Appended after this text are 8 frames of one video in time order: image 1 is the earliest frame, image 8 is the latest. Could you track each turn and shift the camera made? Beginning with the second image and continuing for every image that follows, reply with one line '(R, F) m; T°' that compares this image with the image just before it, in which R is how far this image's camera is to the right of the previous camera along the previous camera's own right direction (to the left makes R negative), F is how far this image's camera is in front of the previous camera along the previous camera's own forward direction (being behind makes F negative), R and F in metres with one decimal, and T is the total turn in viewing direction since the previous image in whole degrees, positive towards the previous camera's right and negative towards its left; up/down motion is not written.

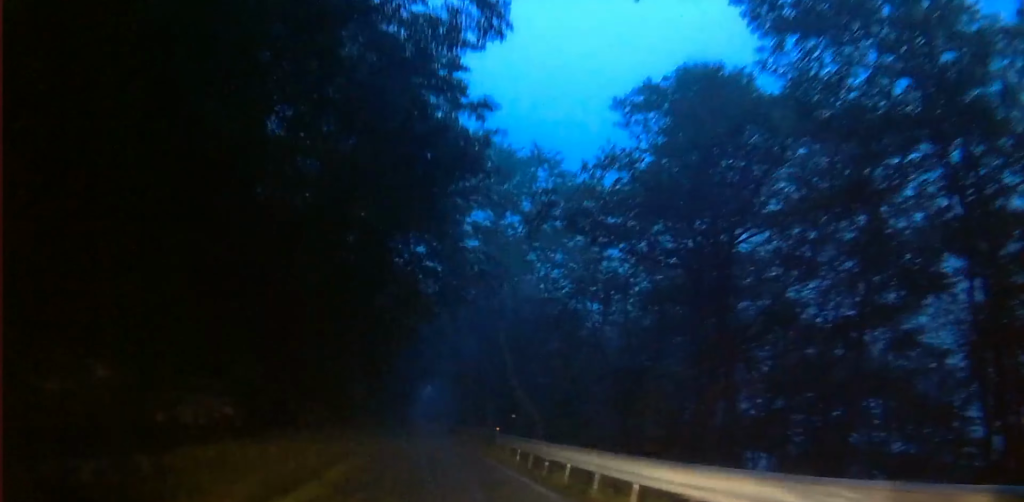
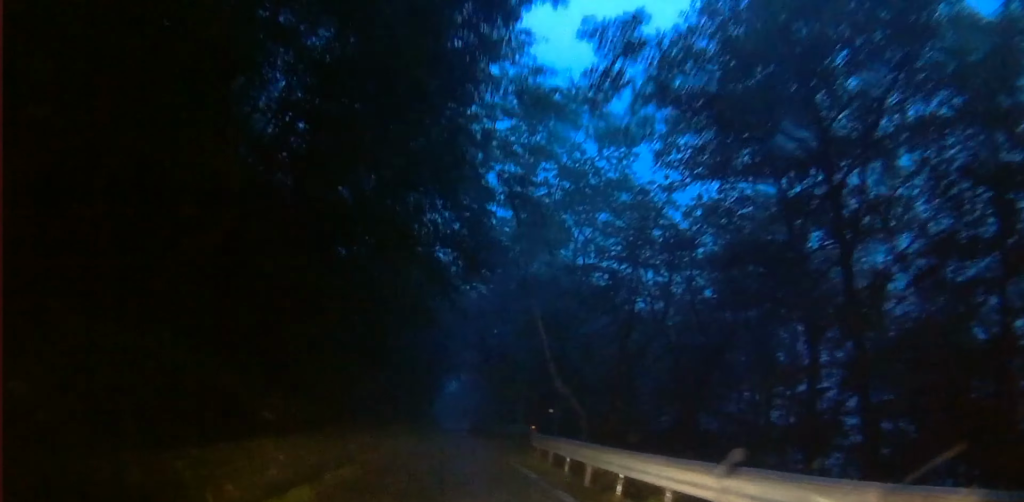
(-0.3, +5.0) m; -3°
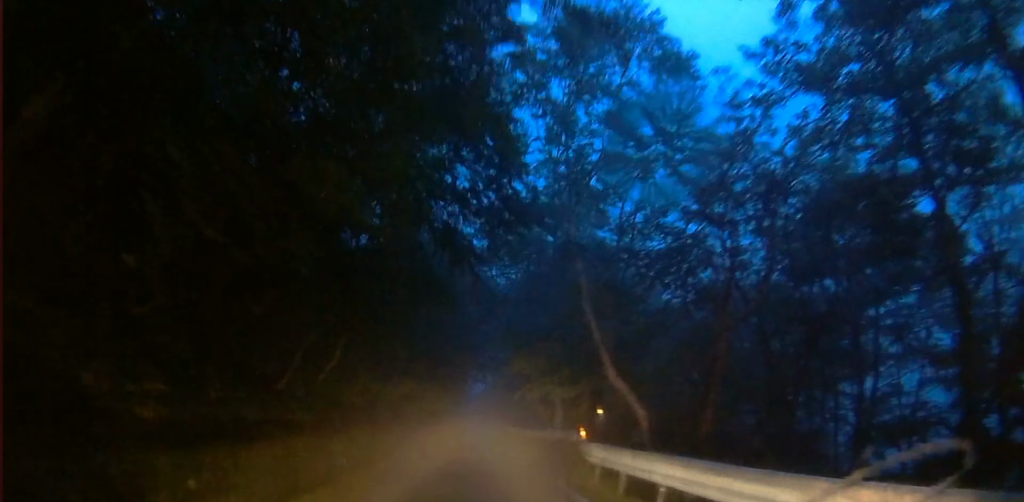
(0.0, +5.0) m; -4°
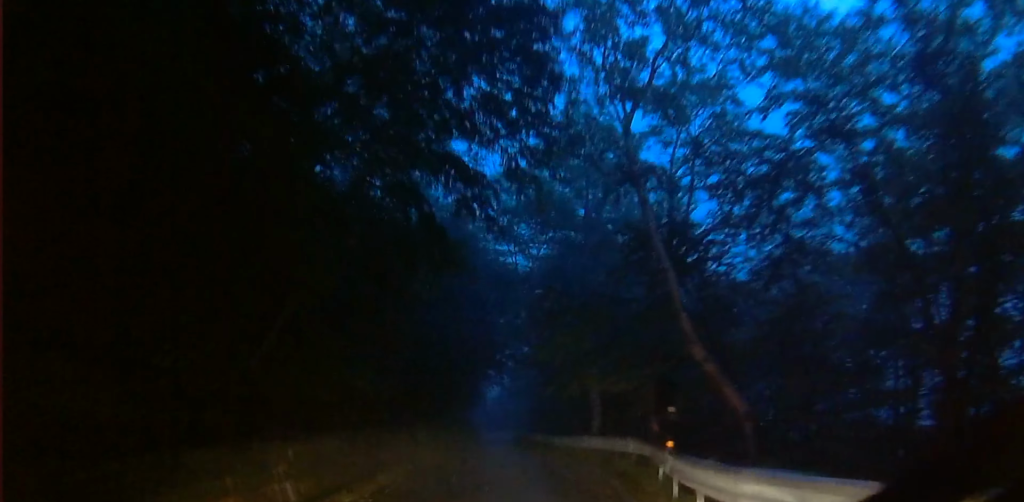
(-0.3, +5.7) m; -2°
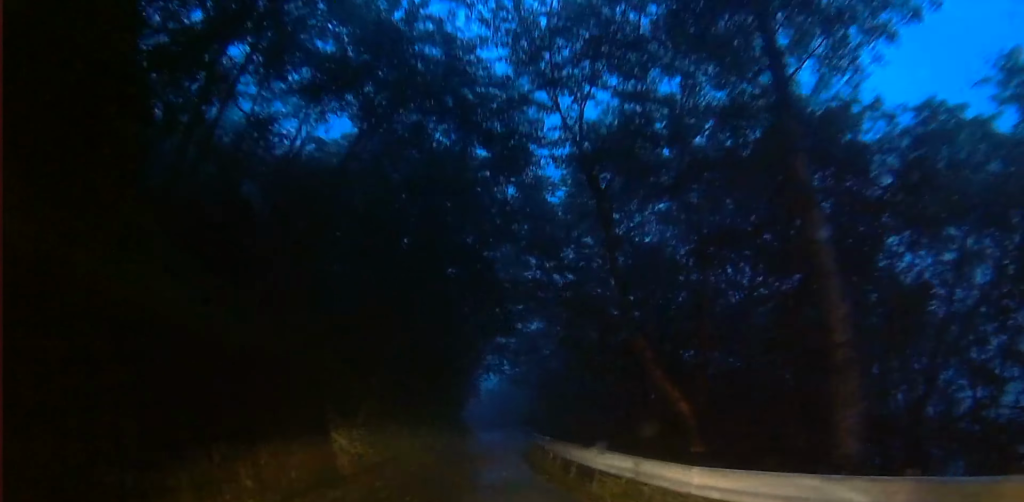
(+0.5, +15.8) m; 0°
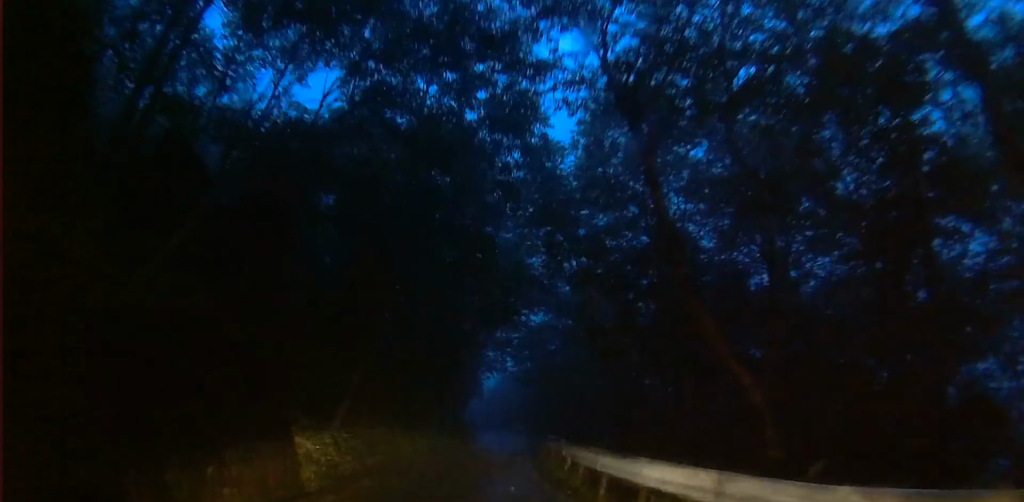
(0.0, +3.3) m; -2°
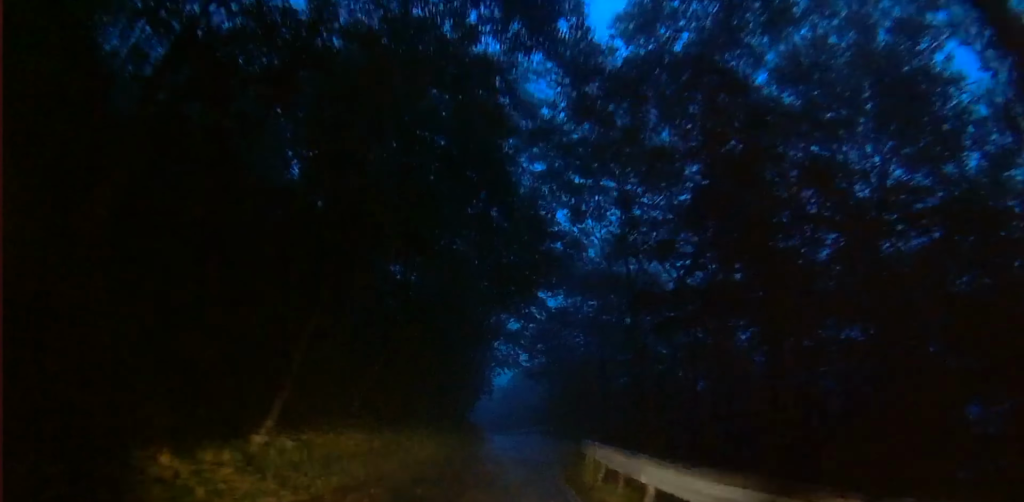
(-0.5, +6.5) m; -5°
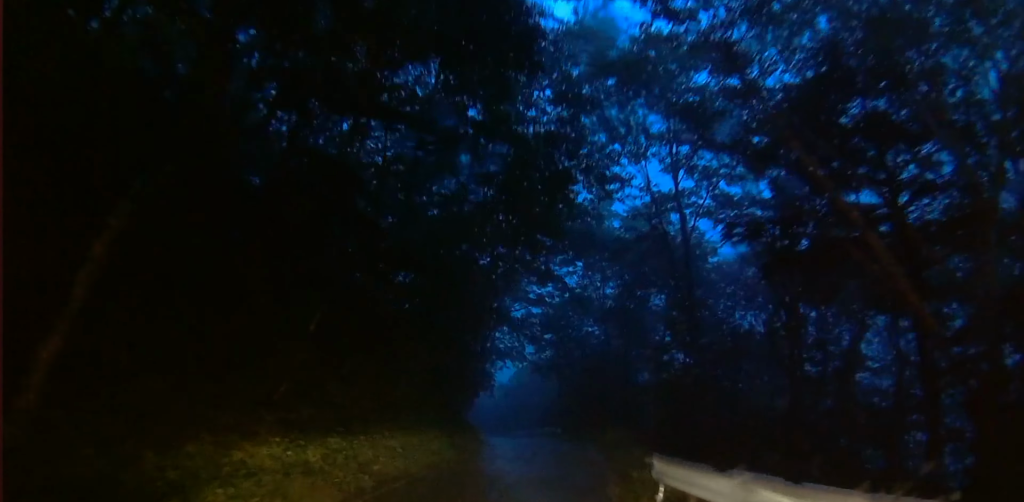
(-0.1, +7.5) m; 0°
